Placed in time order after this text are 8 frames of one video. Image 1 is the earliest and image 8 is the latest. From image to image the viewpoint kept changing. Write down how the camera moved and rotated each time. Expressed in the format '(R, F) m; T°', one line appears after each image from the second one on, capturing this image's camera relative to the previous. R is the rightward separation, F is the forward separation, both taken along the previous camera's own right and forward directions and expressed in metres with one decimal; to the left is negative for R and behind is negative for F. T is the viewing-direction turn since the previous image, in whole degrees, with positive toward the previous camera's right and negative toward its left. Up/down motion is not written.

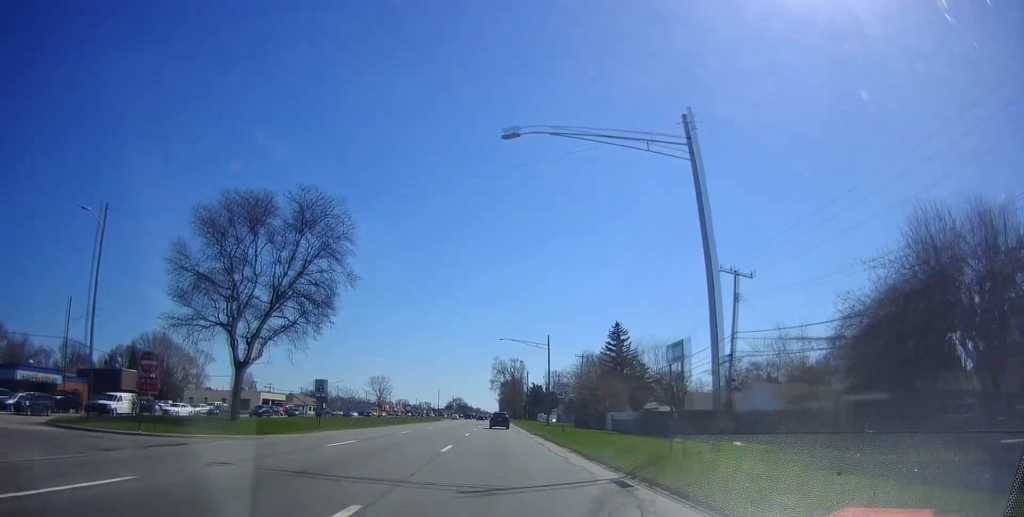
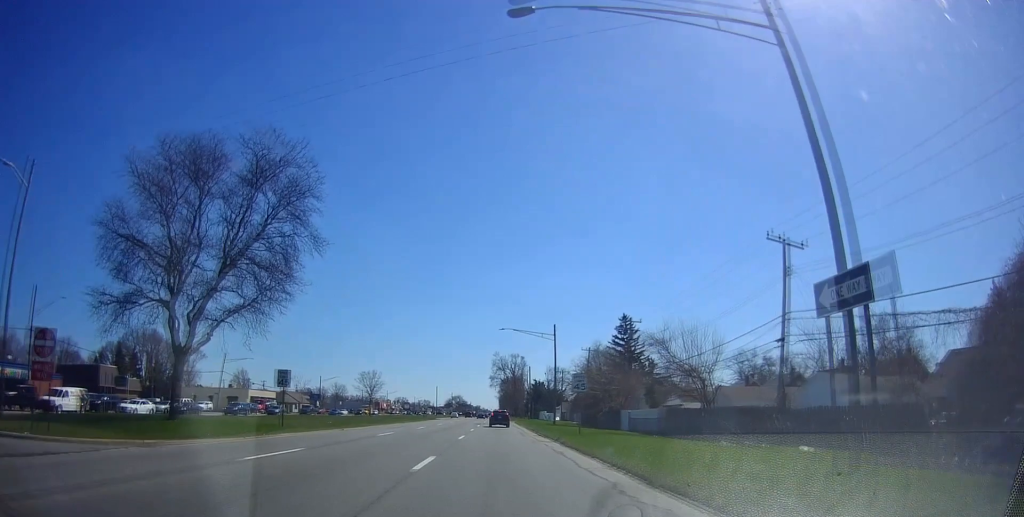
(0.0, +7.1) m; 0°
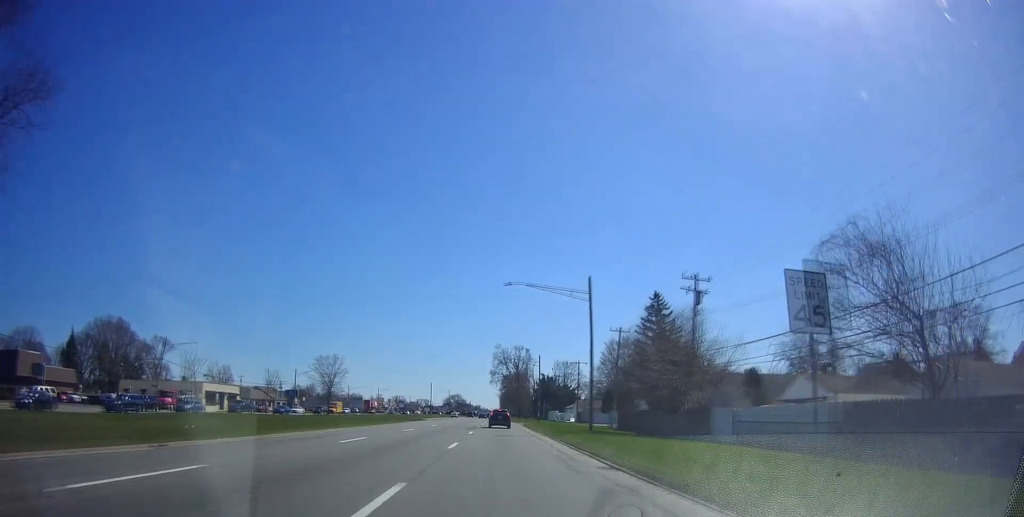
(0.0, +22.5) m; -2°
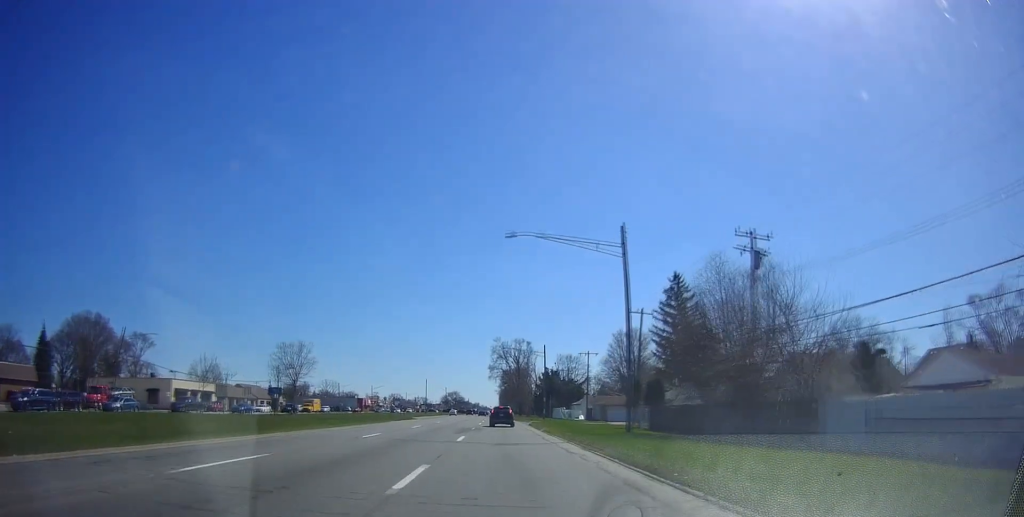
(-0.2, +11.5) m; -1°
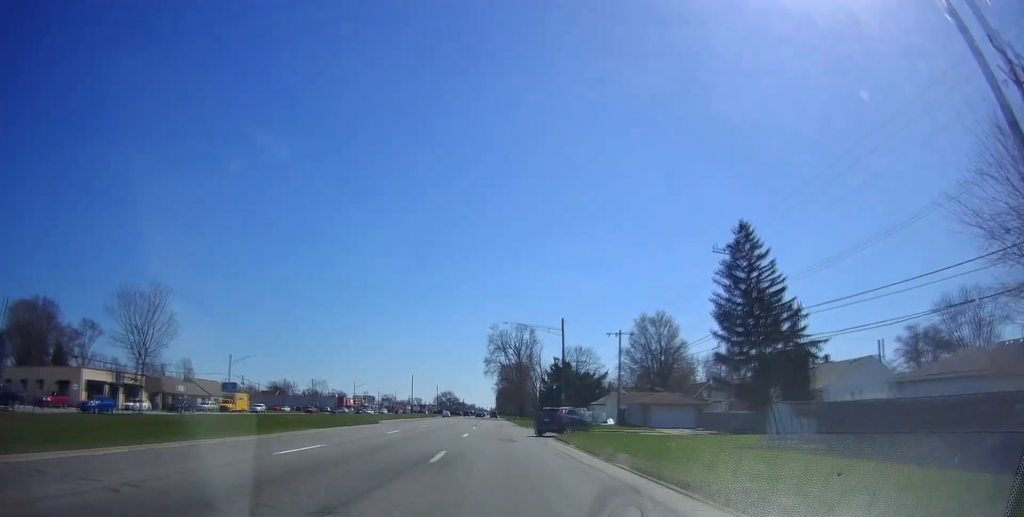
(+0.2, +25.1) m; +2°
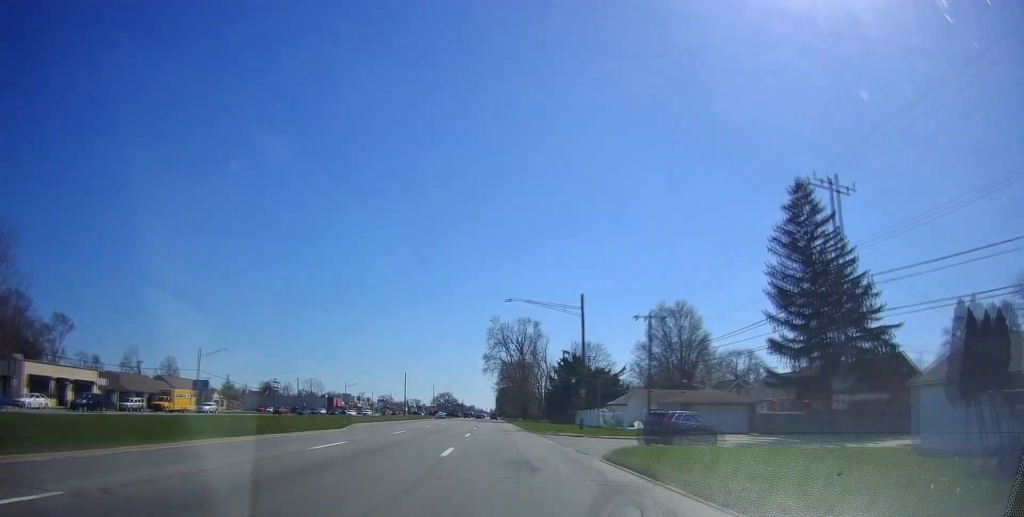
(+0.1, +13.2) m; 0°
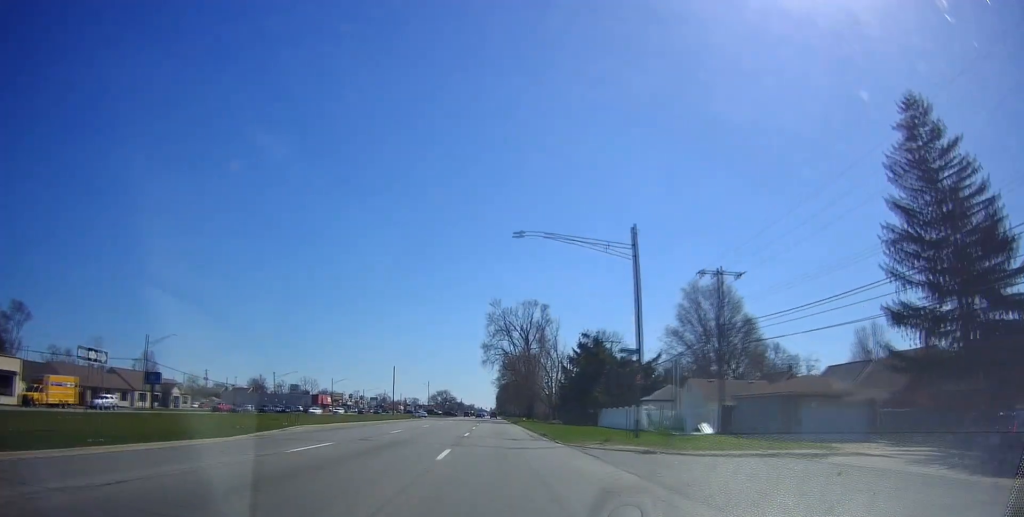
(-0.2, +17.6) m; -1°
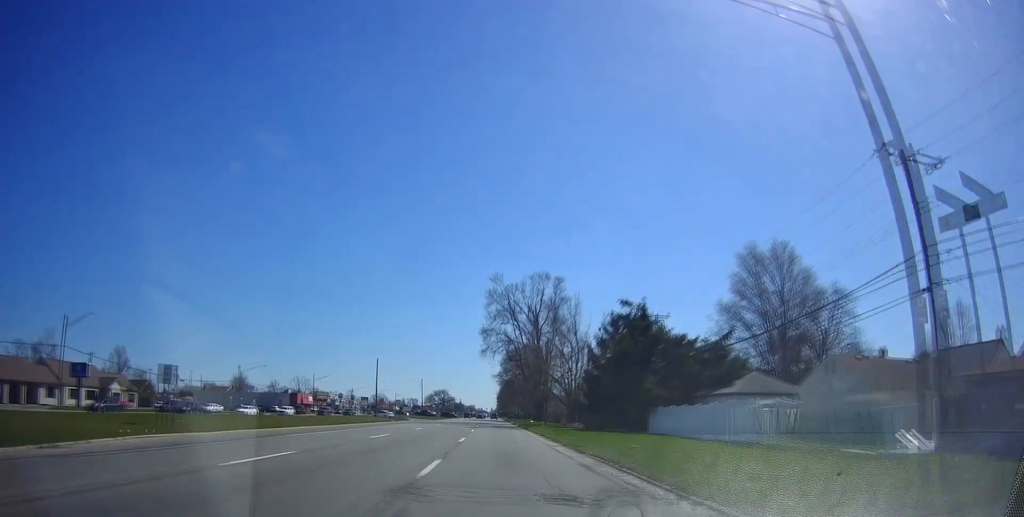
(0.0, +20.2) m; -1°
